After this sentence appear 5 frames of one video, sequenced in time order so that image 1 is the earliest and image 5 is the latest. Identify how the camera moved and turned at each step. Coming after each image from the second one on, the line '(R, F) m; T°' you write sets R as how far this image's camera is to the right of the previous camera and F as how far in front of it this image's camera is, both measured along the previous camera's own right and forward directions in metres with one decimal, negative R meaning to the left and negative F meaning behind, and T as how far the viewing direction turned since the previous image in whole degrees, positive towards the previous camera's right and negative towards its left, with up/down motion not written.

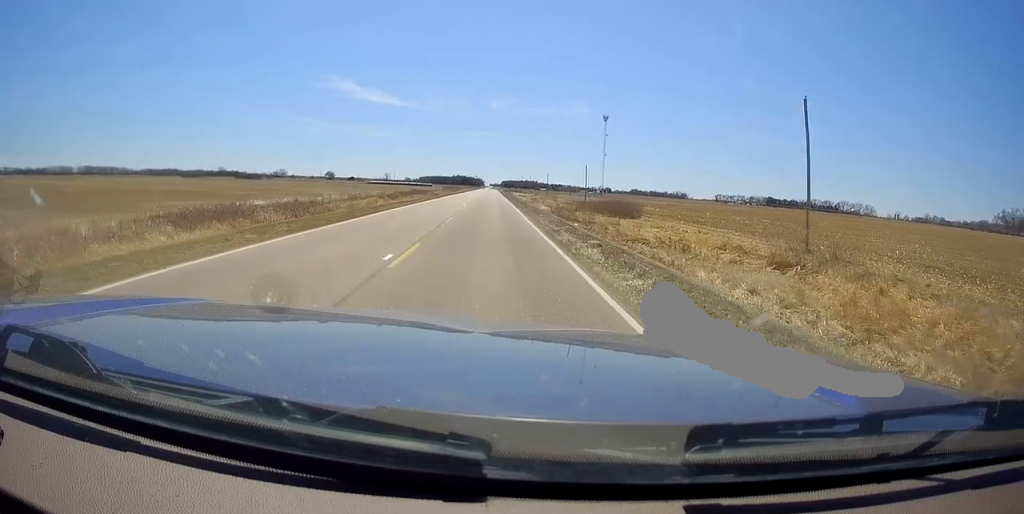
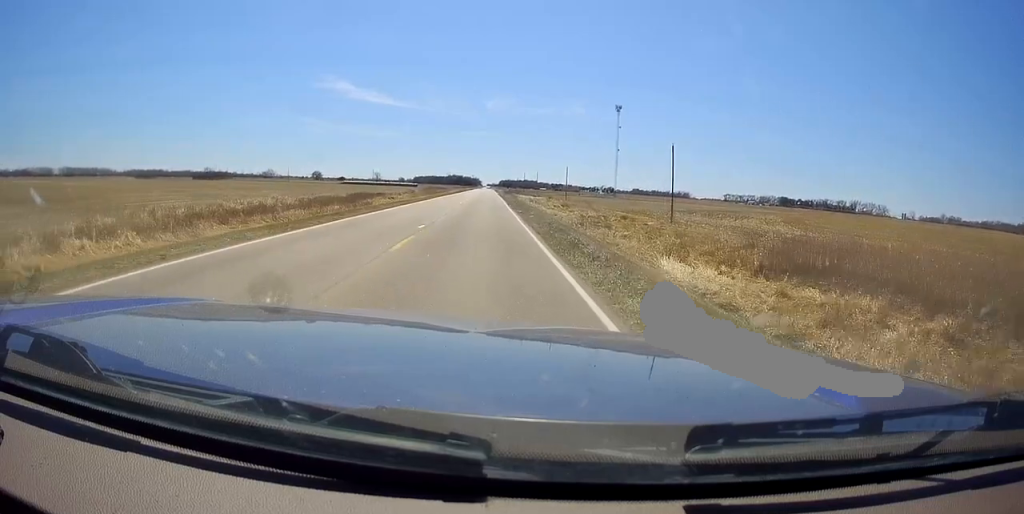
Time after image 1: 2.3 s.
(+1.3, +57.4) m; +1°
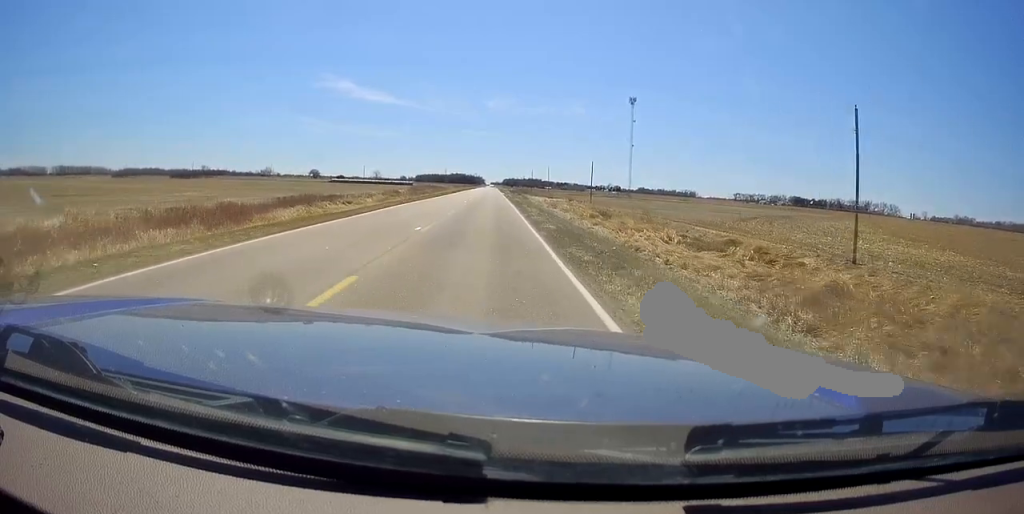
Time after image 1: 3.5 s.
(0.0, +31.0) m; 0°
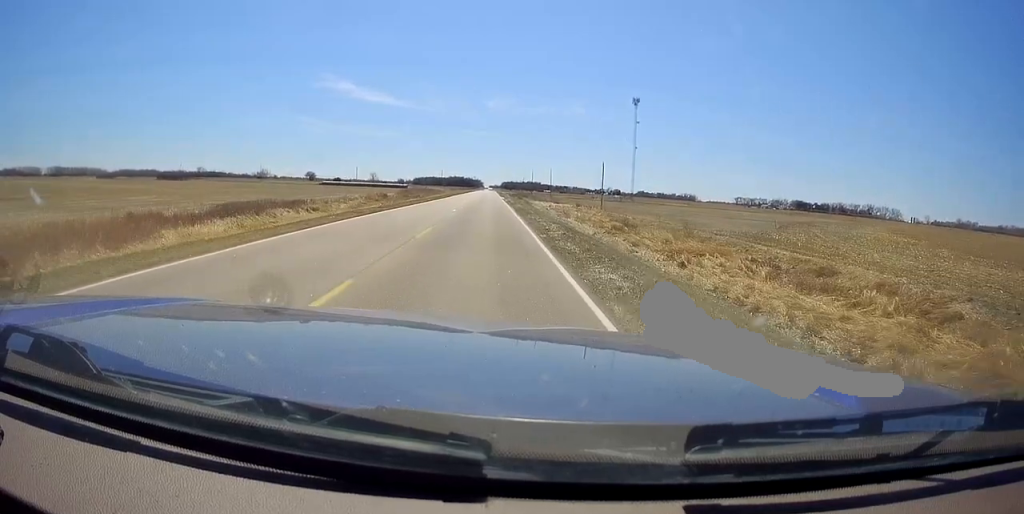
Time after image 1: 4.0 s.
(0.0, +12.4) m; 0°
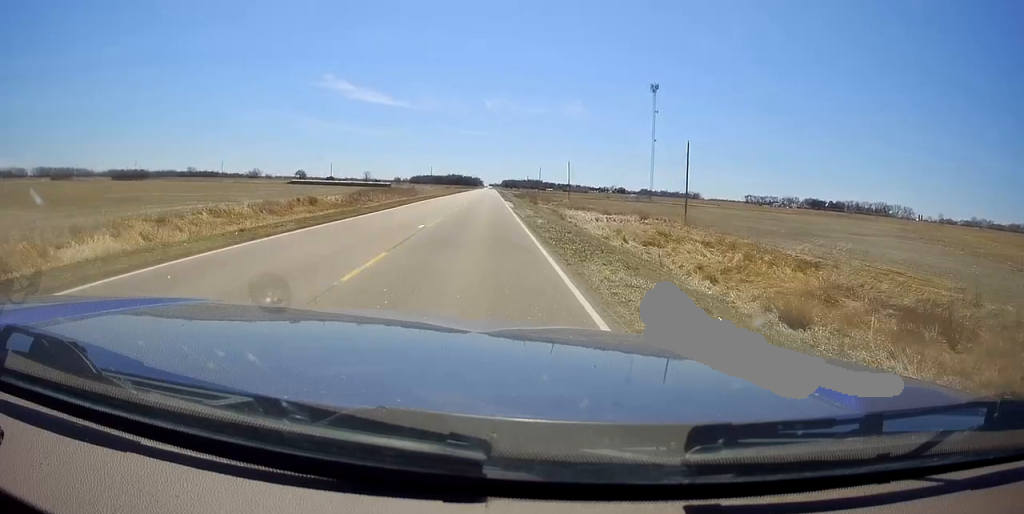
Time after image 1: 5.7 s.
(0.0, +43.5) m; 0°
